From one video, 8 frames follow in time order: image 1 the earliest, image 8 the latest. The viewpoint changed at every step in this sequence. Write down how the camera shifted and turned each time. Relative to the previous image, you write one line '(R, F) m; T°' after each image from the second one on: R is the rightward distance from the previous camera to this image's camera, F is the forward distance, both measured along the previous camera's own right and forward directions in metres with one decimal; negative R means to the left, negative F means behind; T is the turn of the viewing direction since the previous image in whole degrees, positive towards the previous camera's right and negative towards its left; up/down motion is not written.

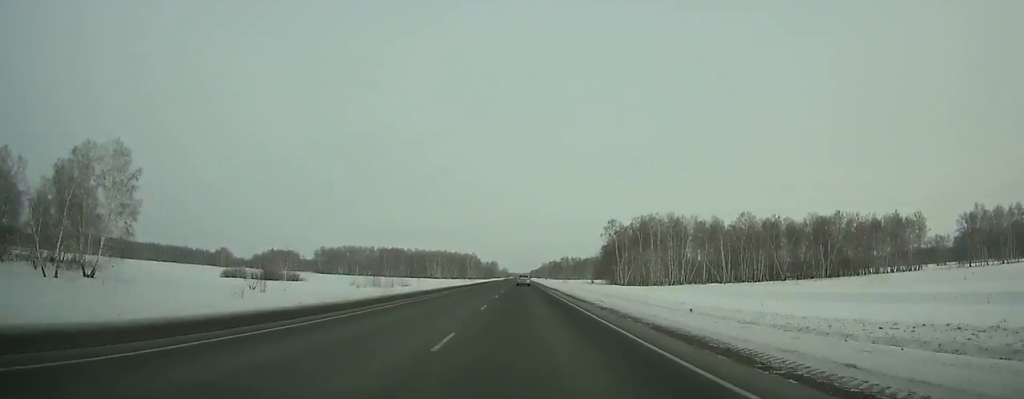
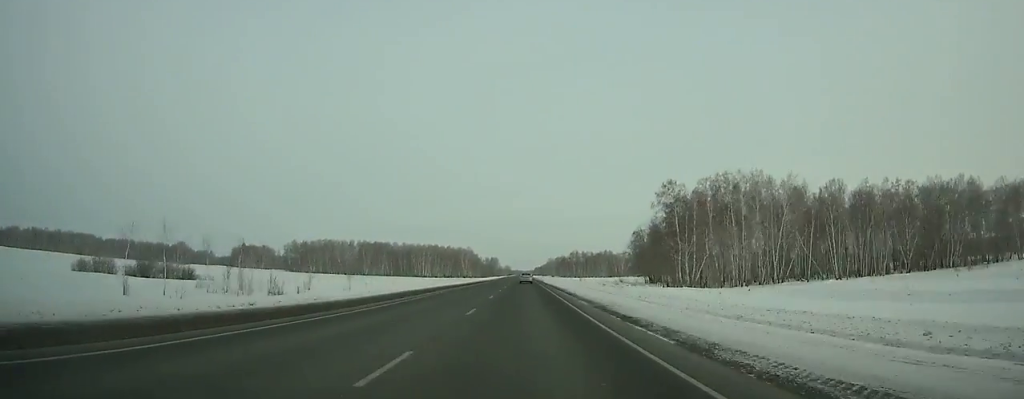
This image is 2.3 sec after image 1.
(-0.1, +63.3) m; 0°
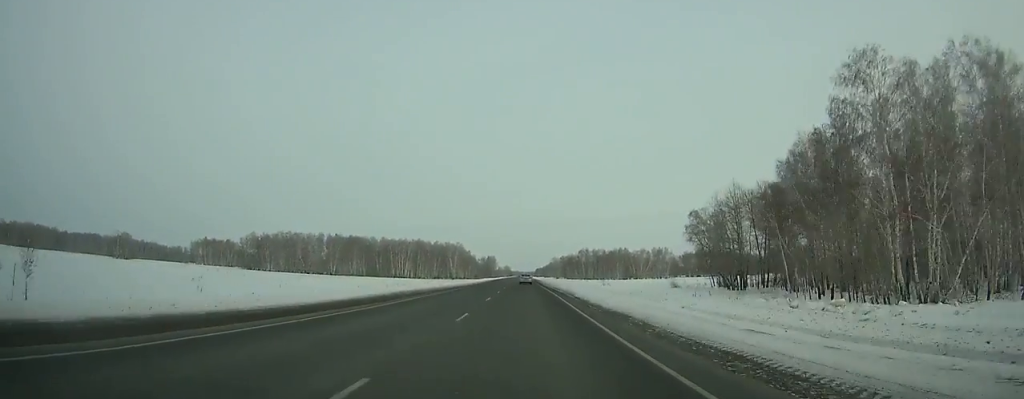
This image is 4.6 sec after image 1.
(-0.1, +62.8) m; 0°
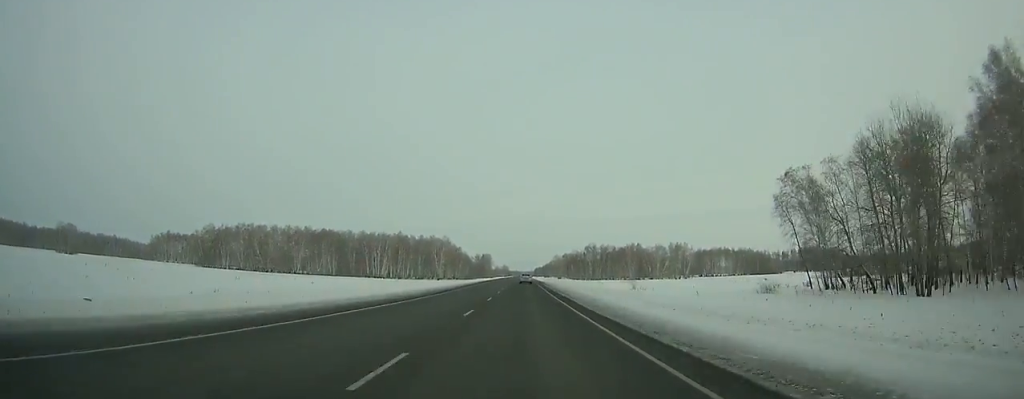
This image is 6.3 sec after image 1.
(0.0, +46.2) m; 0°
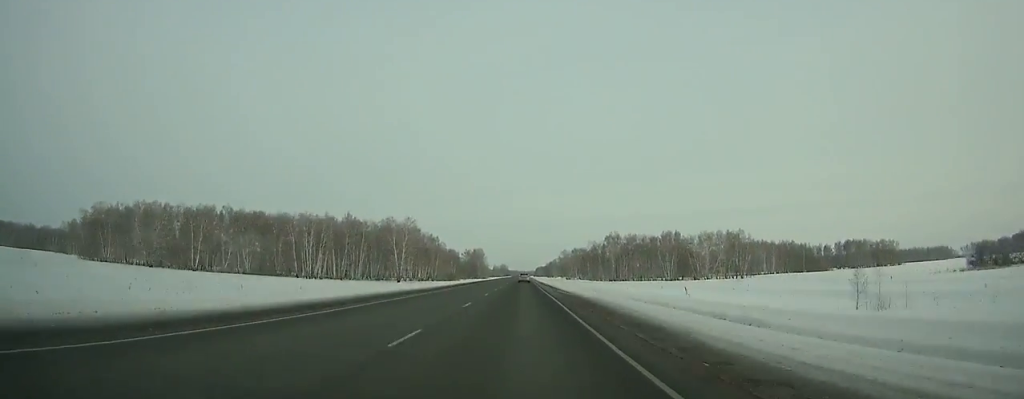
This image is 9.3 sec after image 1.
(-0.1, +81.2) m; 0°
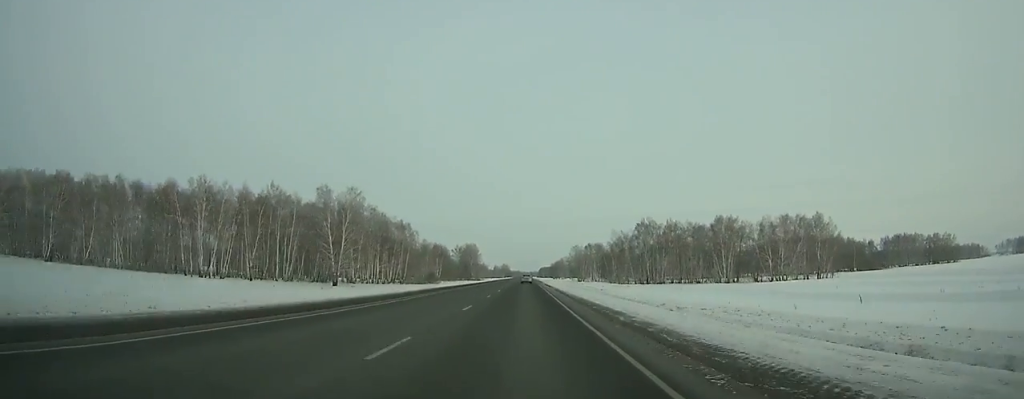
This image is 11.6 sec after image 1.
(0.0, +62.2) m; 0°
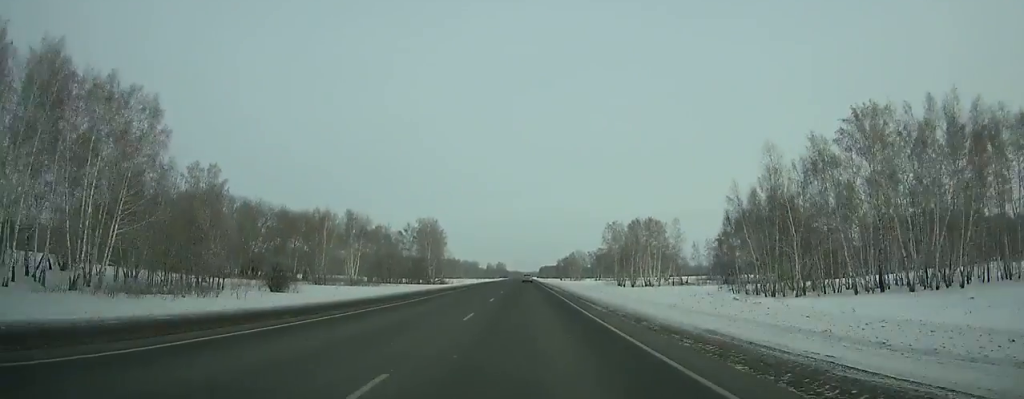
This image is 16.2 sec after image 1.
(+0.3, +125.0) m; 0°
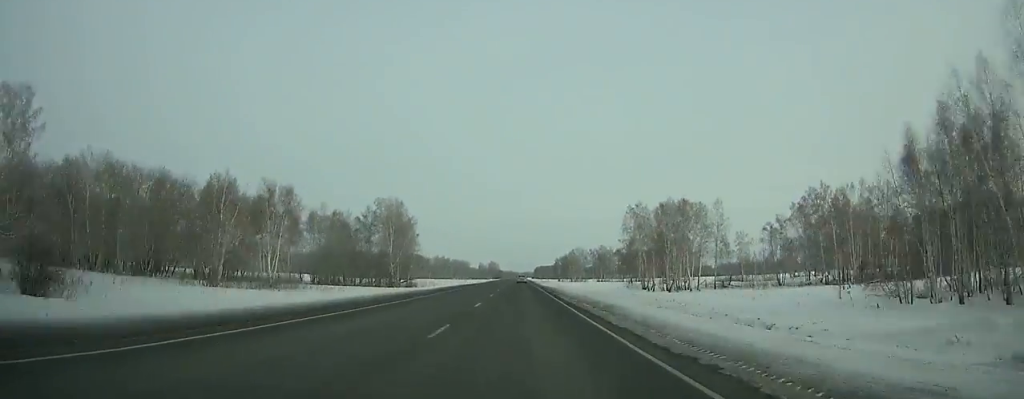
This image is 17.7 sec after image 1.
(+0.2, +40.9) m; 0°
